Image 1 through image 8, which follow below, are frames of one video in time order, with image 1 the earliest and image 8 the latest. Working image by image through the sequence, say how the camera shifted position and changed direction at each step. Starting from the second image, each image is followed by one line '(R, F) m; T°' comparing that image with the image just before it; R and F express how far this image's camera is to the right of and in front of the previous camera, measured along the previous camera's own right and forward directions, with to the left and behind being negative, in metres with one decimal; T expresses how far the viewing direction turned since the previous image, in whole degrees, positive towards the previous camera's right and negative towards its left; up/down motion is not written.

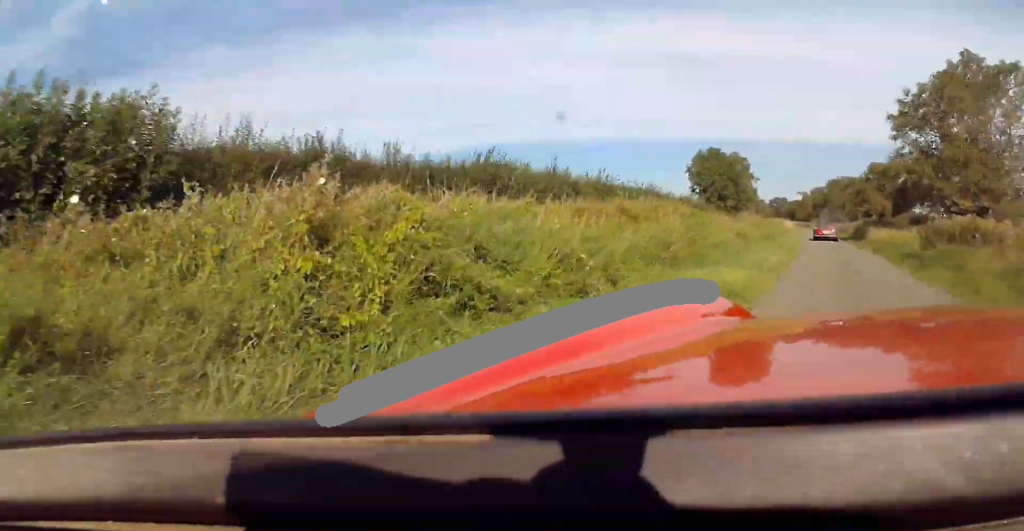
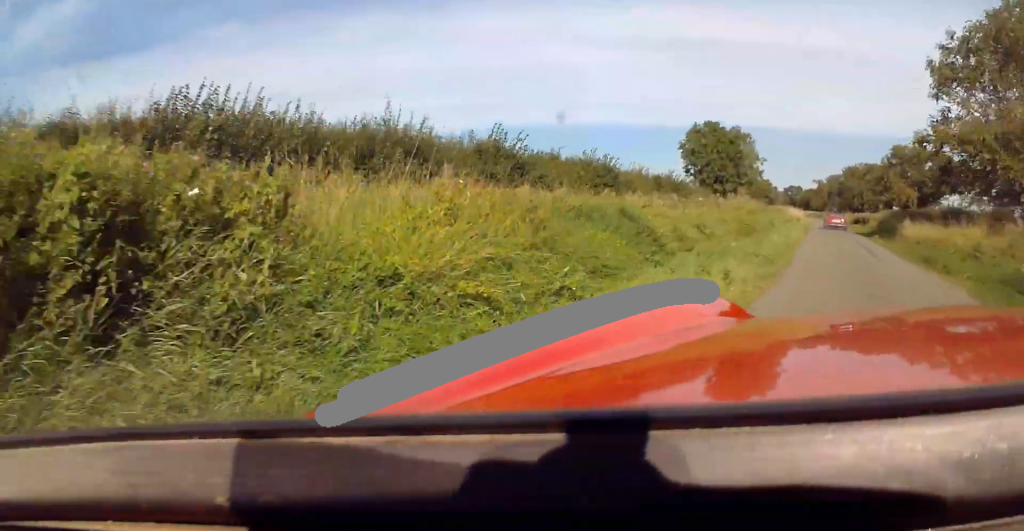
(0.0, +10.8) m; 0°
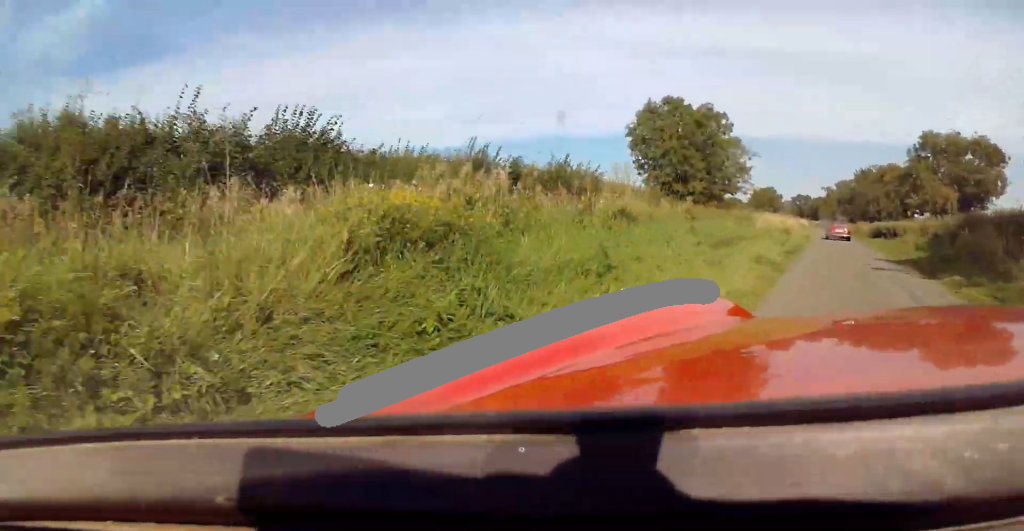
(-0.2, +18.3) m; -3°
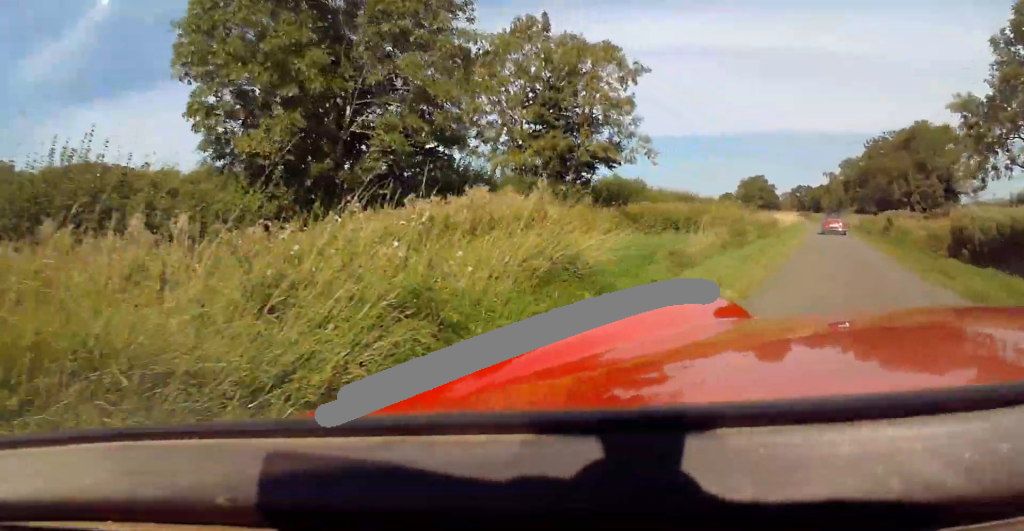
(-1.9, +32.5) m; -4°
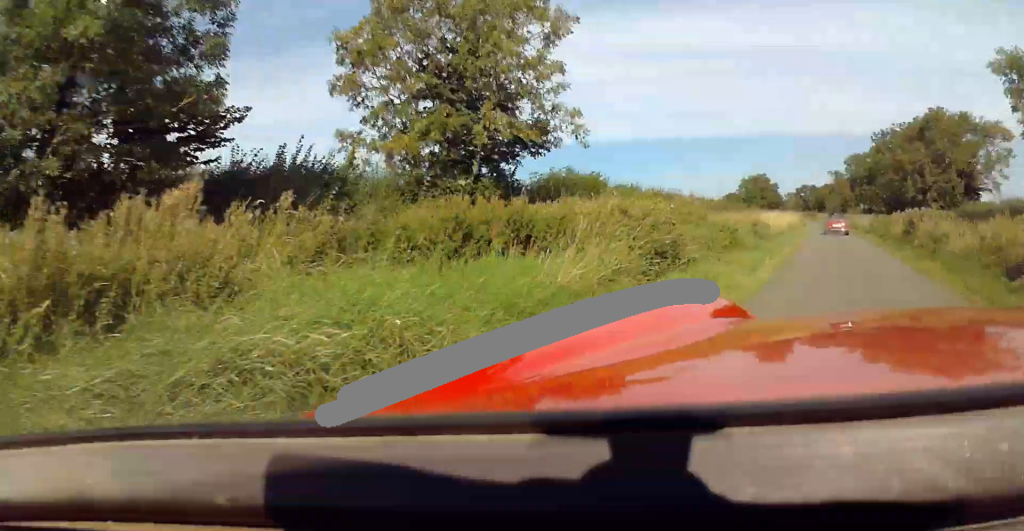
(-0.1, +7.4) m; 0°
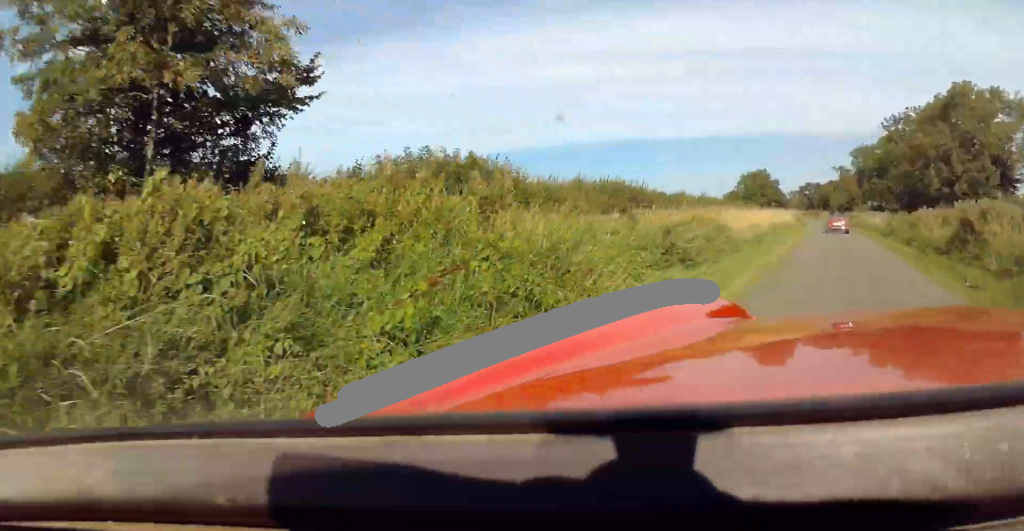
(+0.1, +10.7) m; 0°
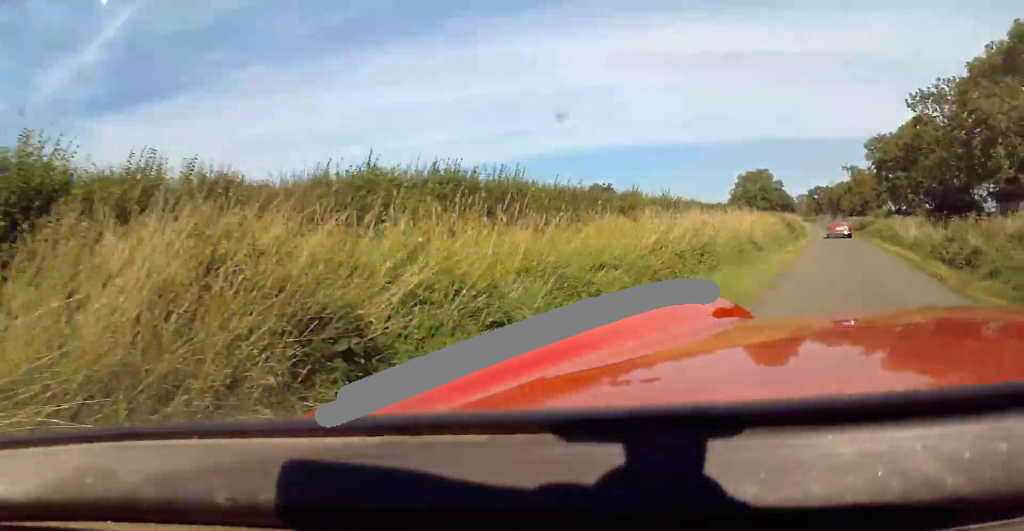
(0.0, +16.5) m; 0°
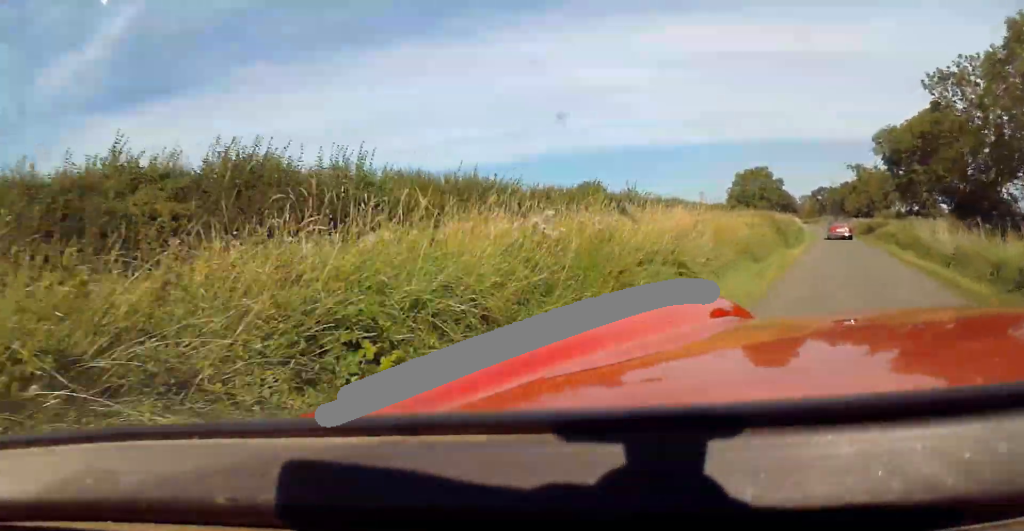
(0.0, +8.2) m; 0°
